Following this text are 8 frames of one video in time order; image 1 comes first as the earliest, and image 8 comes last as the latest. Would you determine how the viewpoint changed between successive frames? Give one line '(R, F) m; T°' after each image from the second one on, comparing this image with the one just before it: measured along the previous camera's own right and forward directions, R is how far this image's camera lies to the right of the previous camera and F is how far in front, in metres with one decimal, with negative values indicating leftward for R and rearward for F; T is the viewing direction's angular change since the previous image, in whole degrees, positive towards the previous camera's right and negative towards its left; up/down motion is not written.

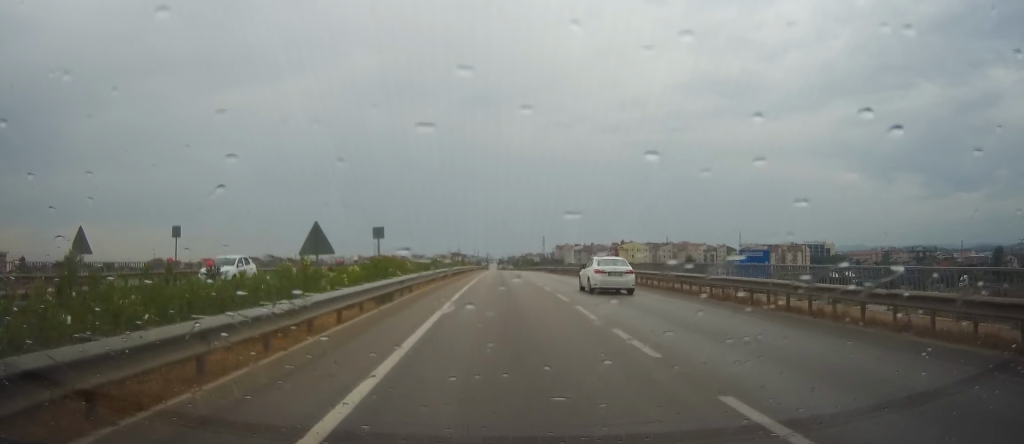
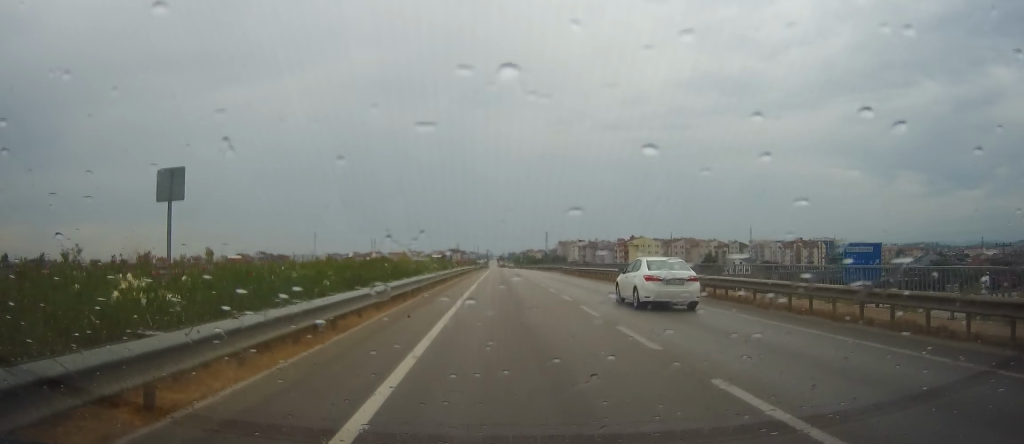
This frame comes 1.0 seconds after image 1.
(-0.3, +23.6) m; -2°
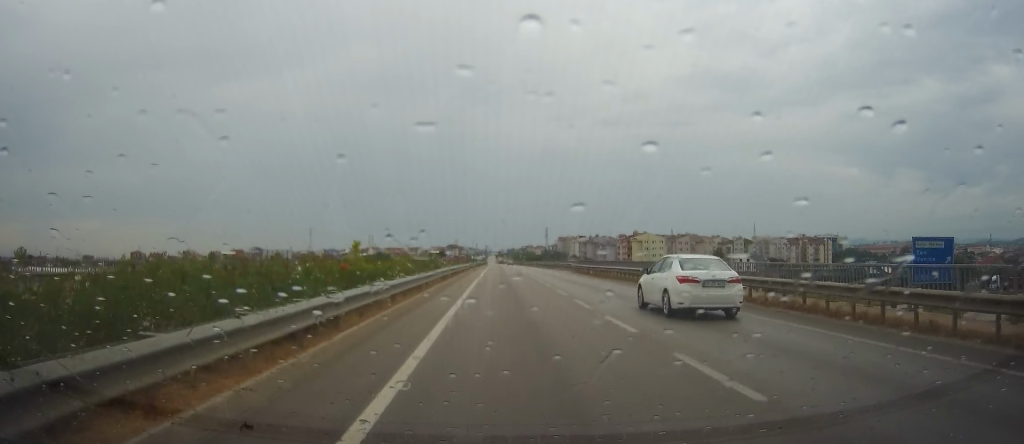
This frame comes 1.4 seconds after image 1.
(-0.2, +9.8) m; -1°
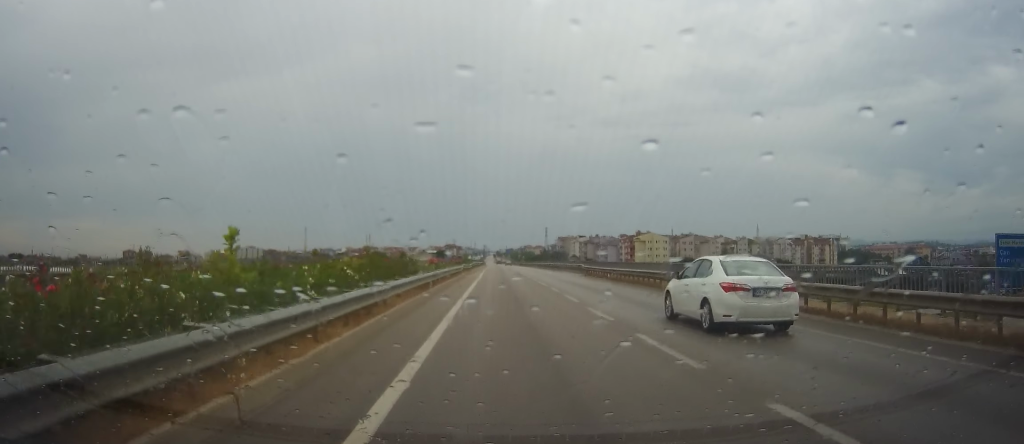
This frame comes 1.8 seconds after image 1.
(-0.1, +9.6) m; 0°
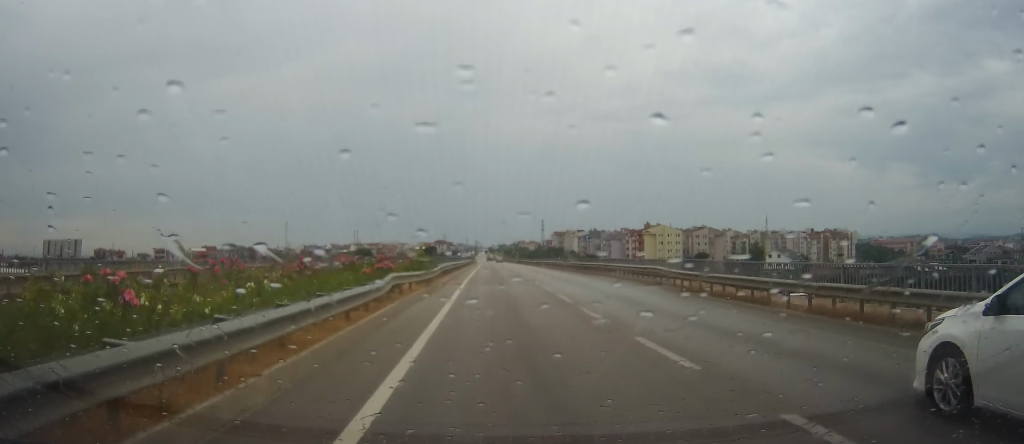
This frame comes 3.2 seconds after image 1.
(0.0, +30.9) m; +1°
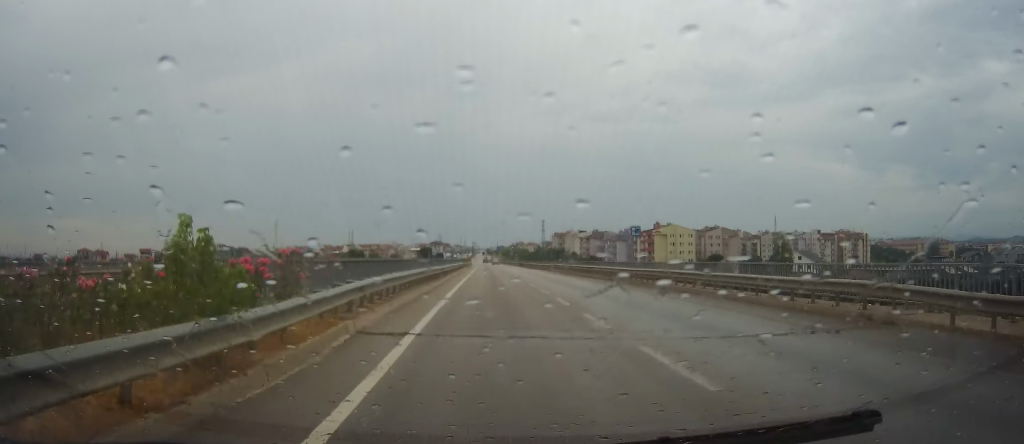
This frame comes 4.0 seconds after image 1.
(+0.2, +19.0) m; +1°
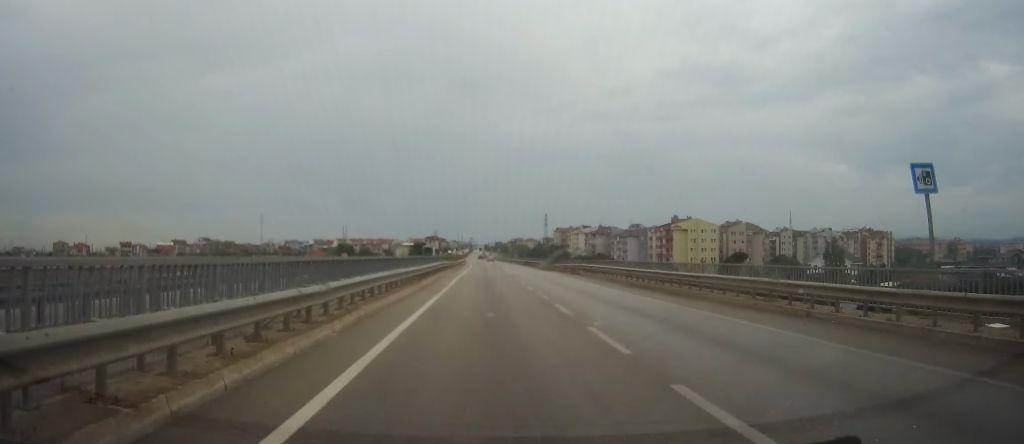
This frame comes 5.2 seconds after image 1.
(+0.4, +27.8) m; +2°
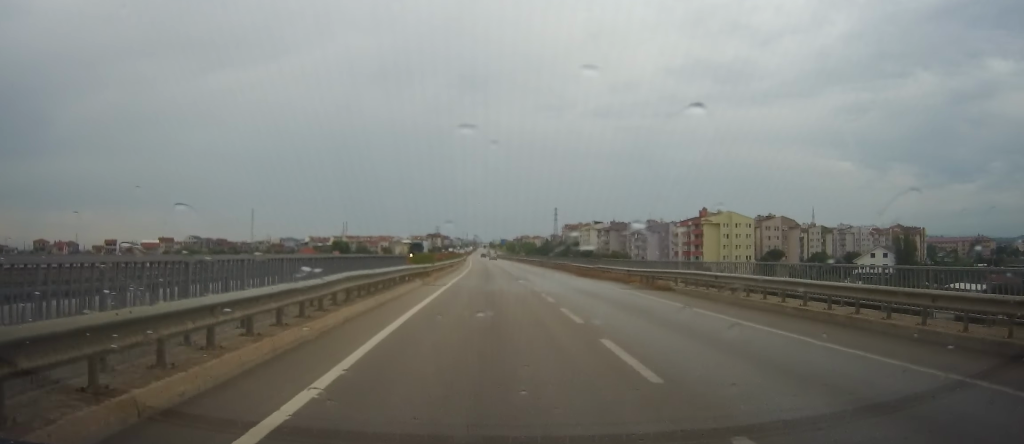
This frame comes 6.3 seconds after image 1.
(+0.5, +26.1) m; +2°
